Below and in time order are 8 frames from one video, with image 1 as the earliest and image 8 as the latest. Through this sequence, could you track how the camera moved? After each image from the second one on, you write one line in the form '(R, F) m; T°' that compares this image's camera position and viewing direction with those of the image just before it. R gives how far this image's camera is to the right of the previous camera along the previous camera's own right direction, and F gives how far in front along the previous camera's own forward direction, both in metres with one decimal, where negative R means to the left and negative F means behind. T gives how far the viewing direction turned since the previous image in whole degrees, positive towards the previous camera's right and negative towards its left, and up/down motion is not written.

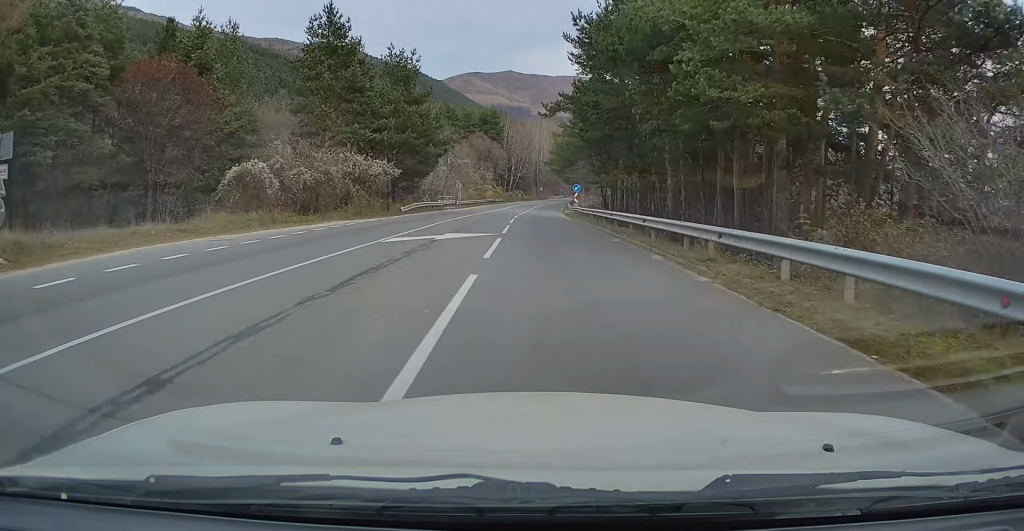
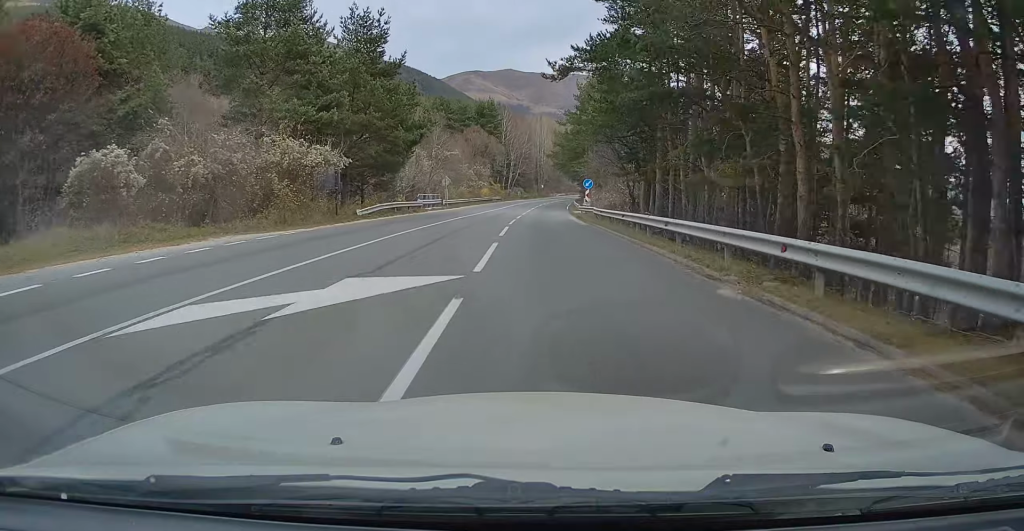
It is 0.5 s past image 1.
(-0.1, +11.2) m; 0°
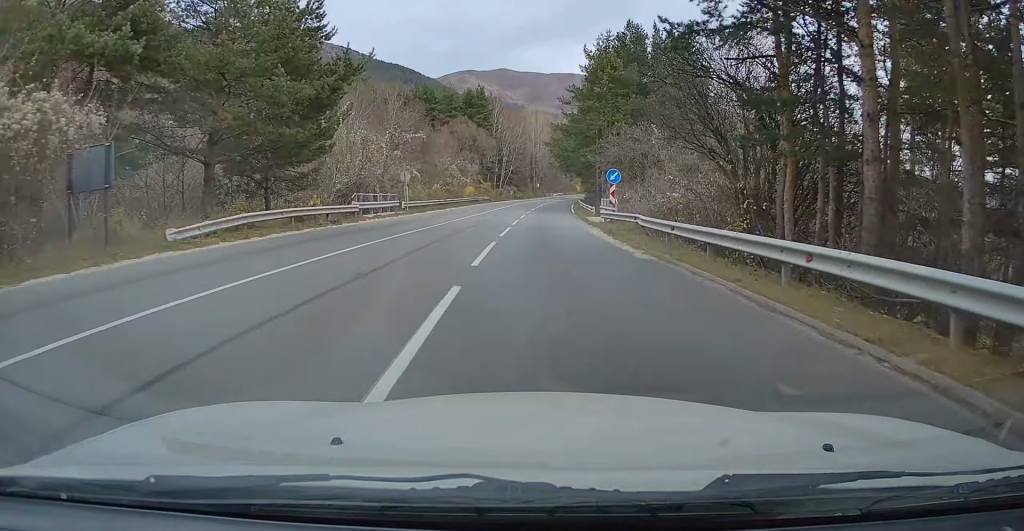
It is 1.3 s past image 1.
(+0.1, +17.1) m; 0°
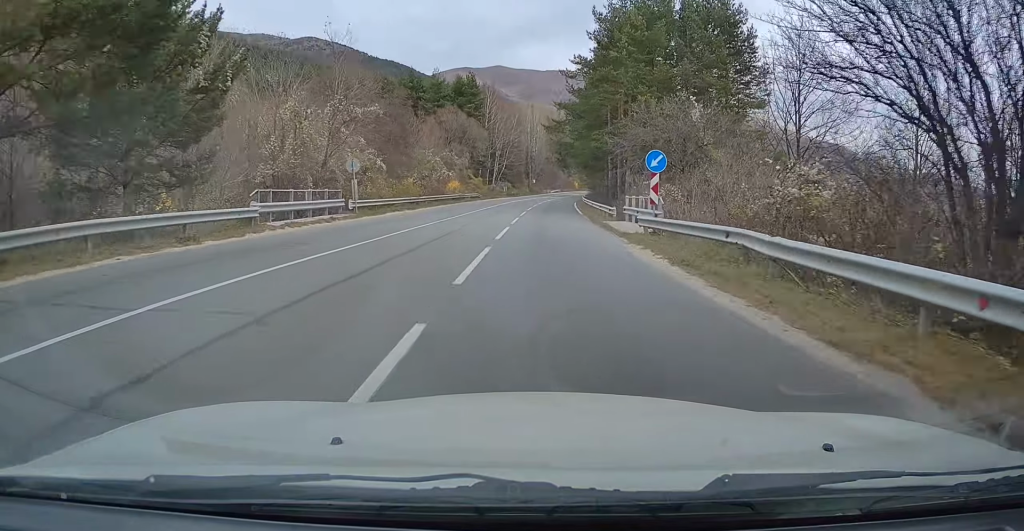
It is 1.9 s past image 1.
(0.0, +11.5) m; 0°
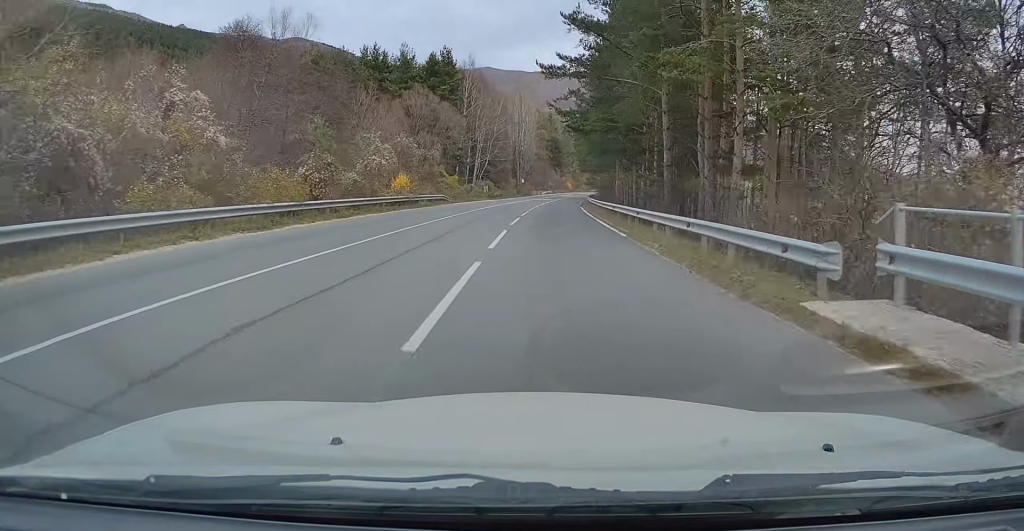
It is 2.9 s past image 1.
(+0.1, +21.9) m; +1°
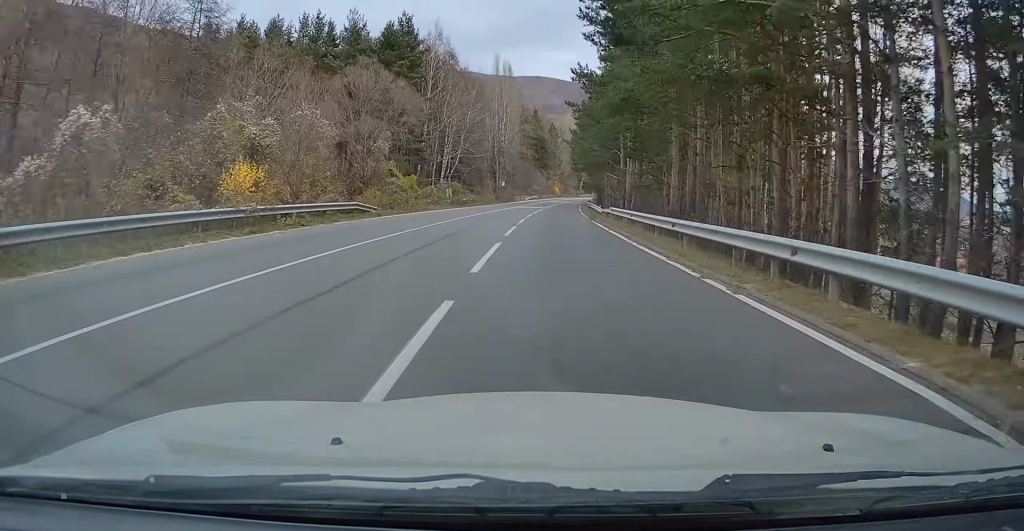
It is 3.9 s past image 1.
(+0.2, +22.4) m; +1°
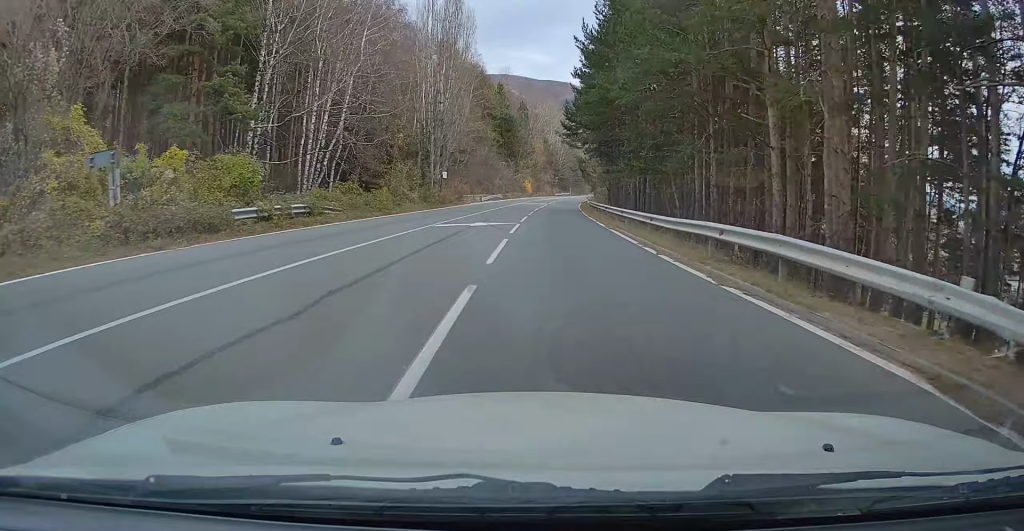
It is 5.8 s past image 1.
(+1.3, +44.4) m; +3°
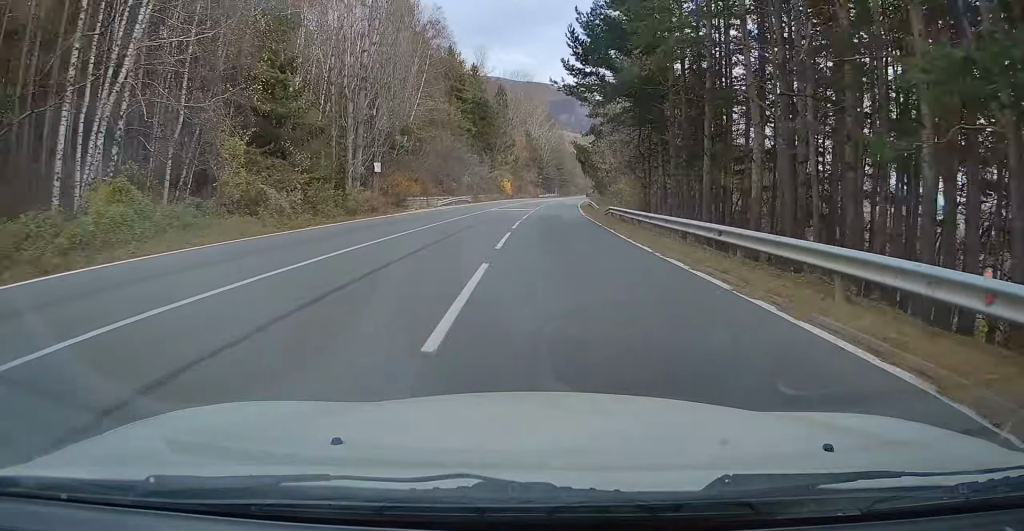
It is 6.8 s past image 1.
(+0.2, +24.2) m; +2°
